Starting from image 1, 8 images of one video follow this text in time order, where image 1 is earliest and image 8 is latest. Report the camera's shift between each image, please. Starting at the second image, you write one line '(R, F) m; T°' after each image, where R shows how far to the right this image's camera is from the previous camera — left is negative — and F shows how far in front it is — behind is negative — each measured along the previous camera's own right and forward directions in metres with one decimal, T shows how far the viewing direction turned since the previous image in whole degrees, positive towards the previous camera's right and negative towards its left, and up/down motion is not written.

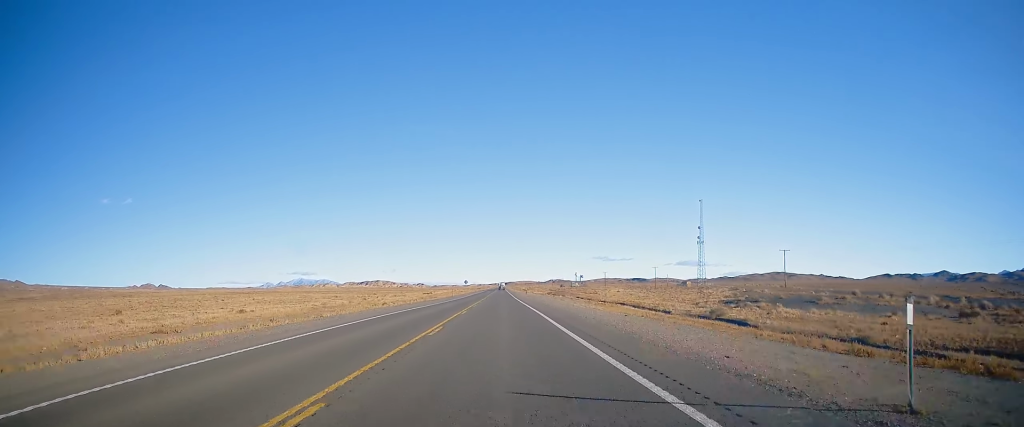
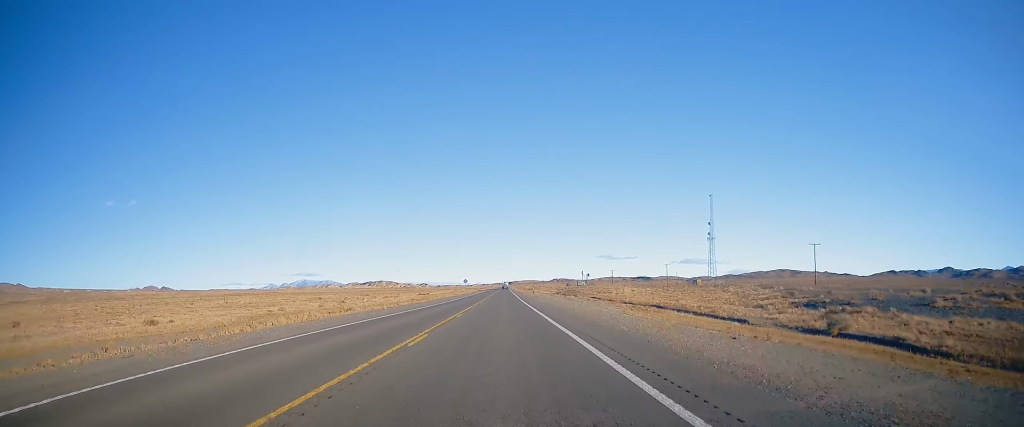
(0.0, +15.1) m; -1°
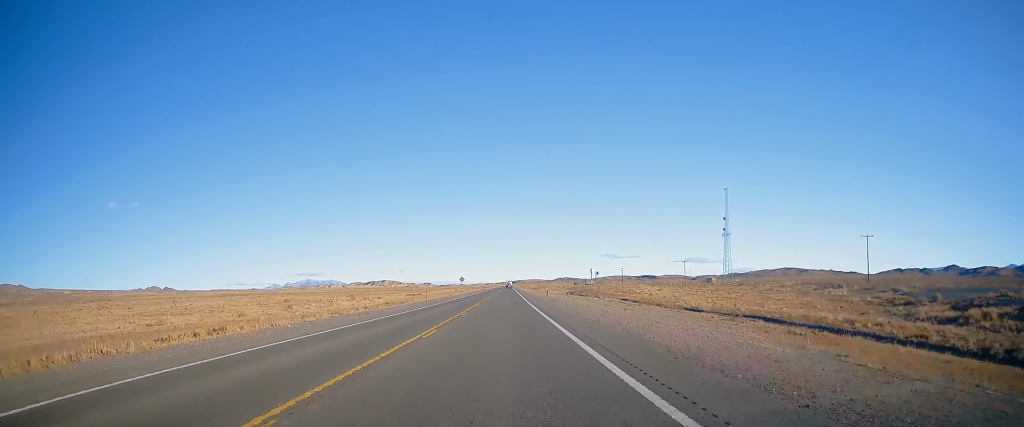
(-0.2, +22.1) m; -1°
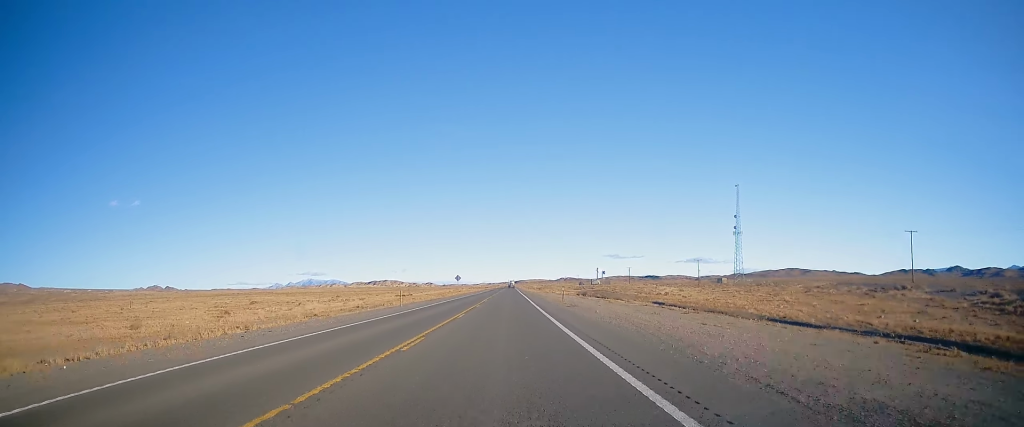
(-0.1, +15.1) m; -1°
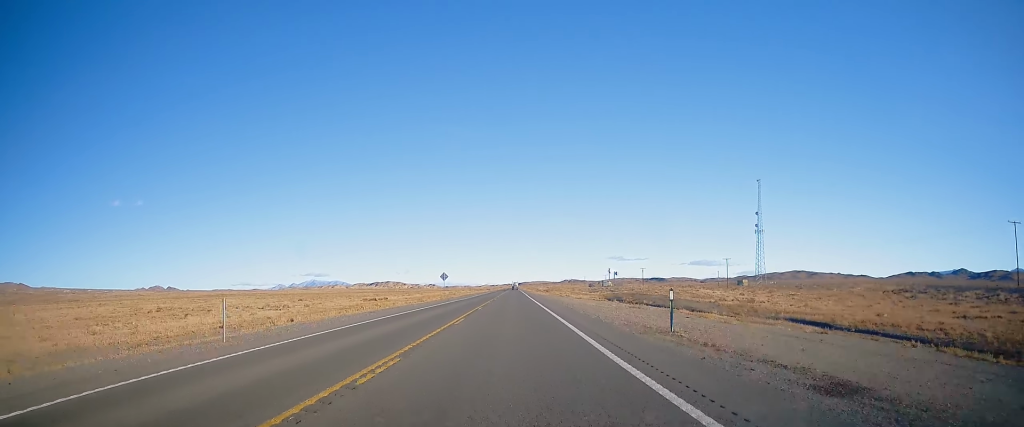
(-0.2, +28.5) m; -1°
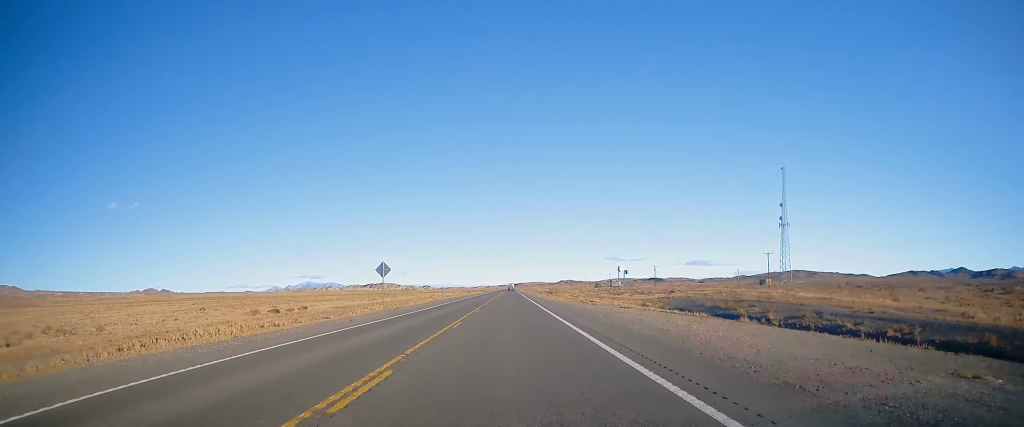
(+0.1, +38.0) m; +1°
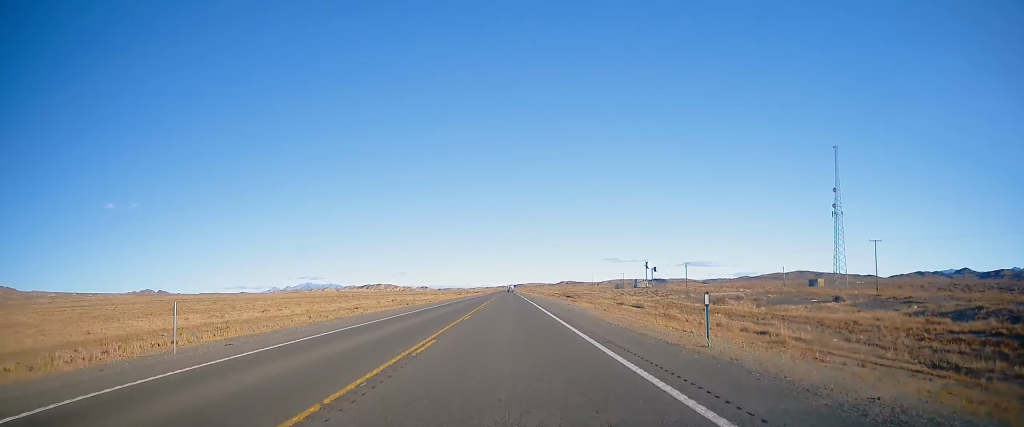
(+0.1, +55.9) m; 0°
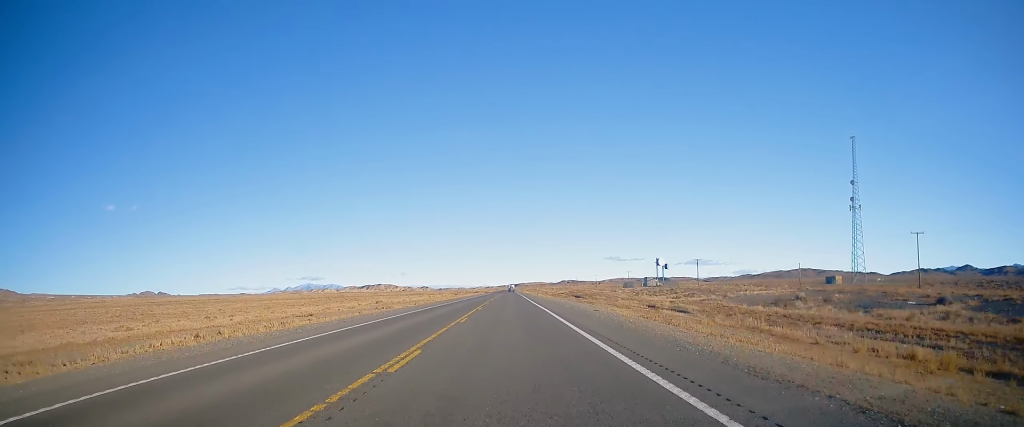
(+0.1, +14.4) m; 0°
